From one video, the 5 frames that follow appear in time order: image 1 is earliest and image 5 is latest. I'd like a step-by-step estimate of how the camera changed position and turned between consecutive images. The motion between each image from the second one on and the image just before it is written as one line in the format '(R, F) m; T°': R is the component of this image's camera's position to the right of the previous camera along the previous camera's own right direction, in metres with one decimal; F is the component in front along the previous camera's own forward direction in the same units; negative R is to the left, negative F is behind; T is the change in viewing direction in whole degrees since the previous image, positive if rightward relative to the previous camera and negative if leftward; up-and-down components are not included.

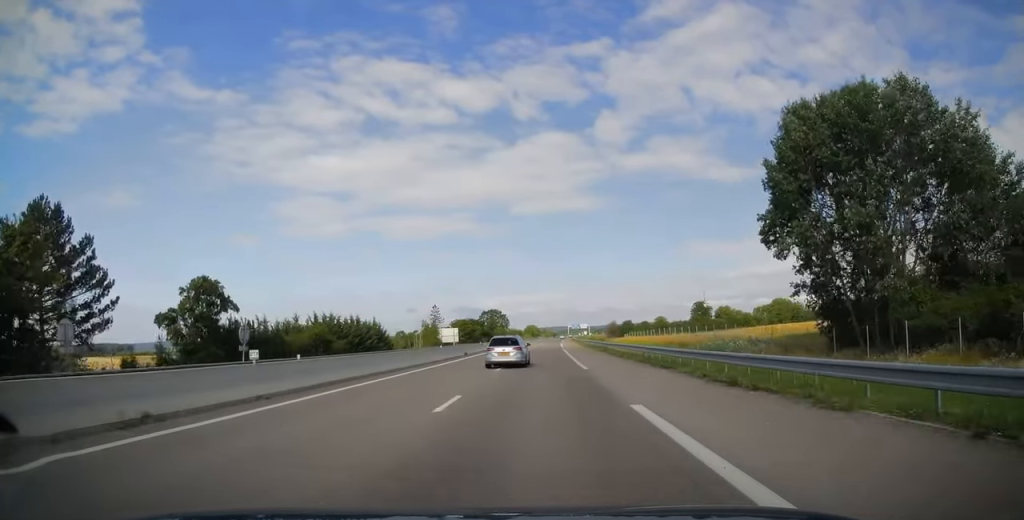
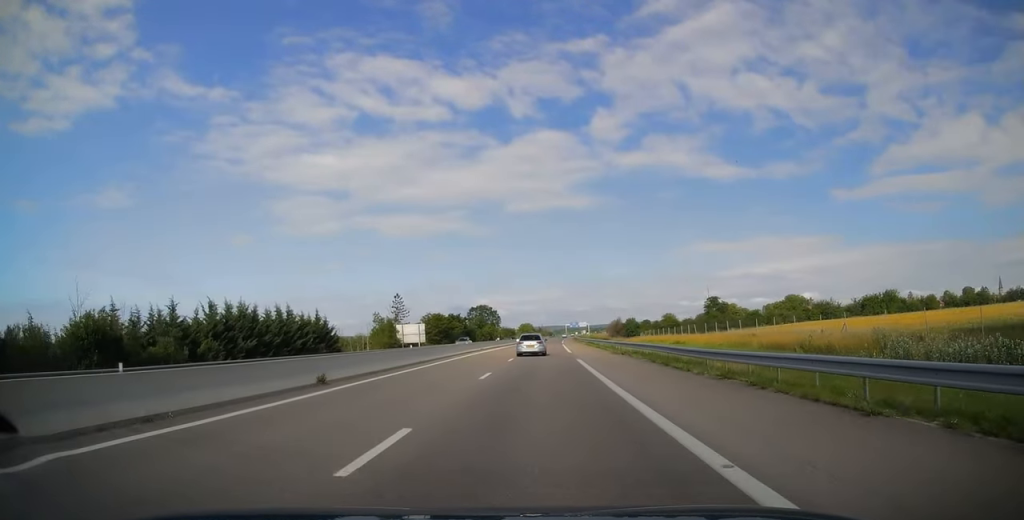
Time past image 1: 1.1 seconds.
(-0.4, +31.7) m; 0°
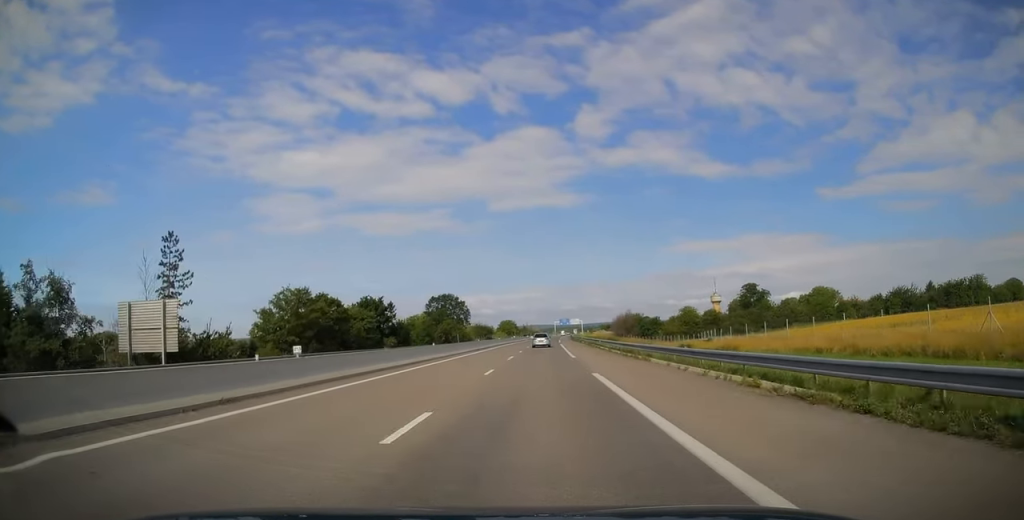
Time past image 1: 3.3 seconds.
(+1.9, +63.8) m; +2°
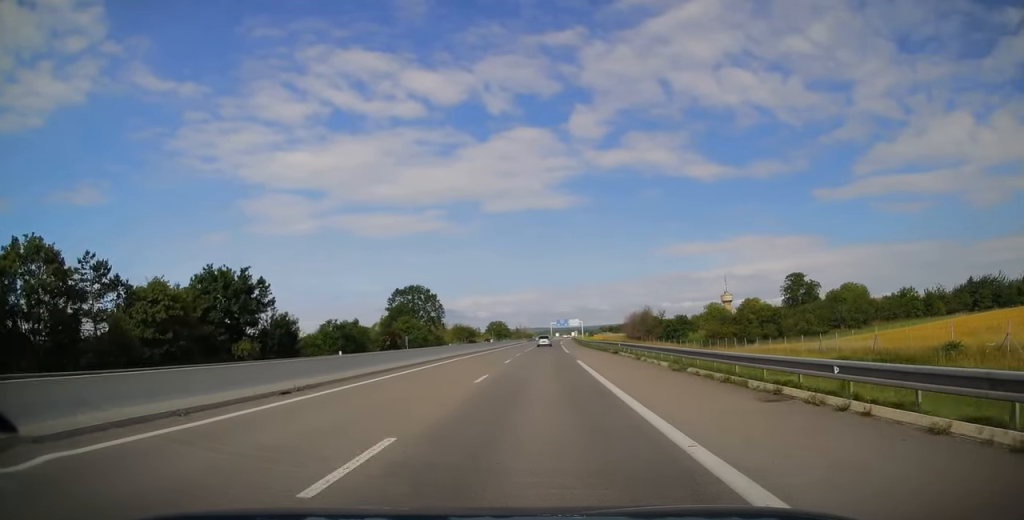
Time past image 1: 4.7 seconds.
(-0.1, +41.6) m; 0°
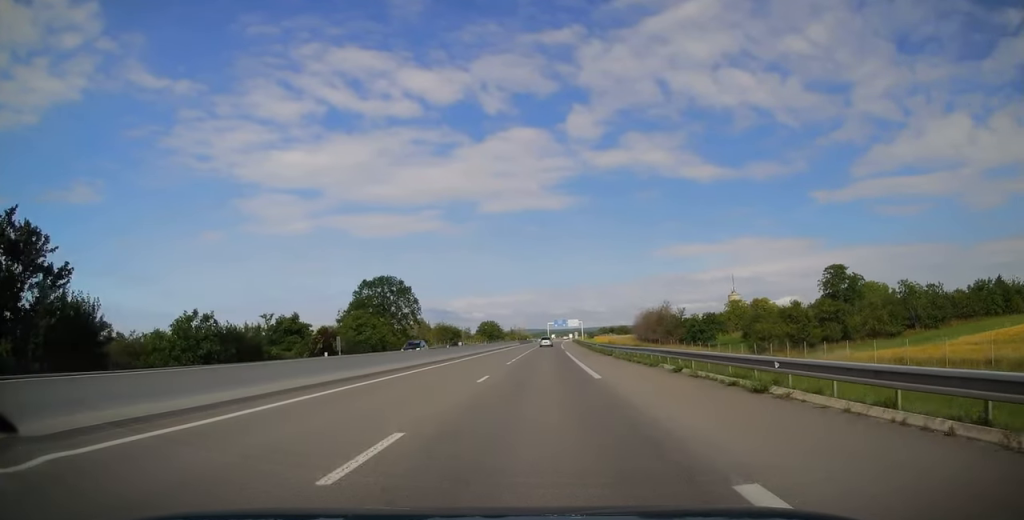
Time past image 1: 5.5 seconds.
(+0.2, +25.5) m; 0°
